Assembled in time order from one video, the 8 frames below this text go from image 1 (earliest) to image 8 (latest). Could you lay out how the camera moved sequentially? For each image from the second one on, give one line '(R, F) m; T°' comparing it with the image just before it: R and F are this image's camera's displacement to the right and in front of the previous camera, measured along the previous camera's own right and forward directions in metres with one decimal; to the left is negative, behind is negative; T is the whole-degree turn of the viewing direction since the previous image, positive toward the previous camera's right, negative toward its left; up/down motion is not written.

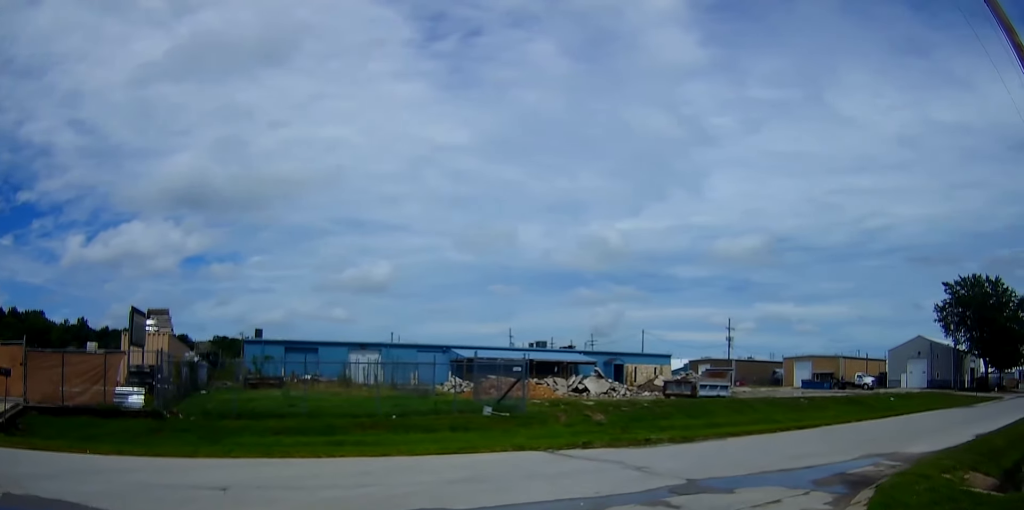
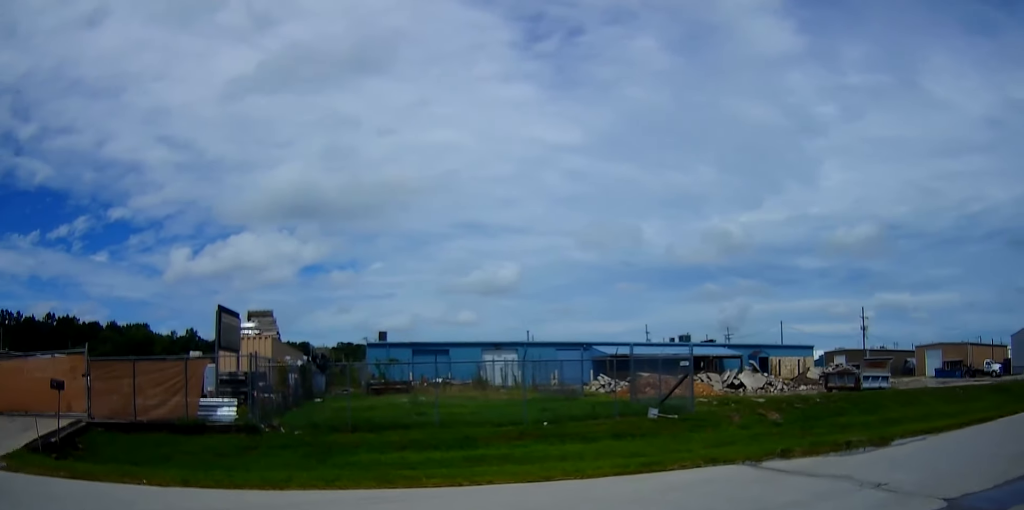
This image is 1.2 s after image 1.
(-0.5, +3.2) m; -33°
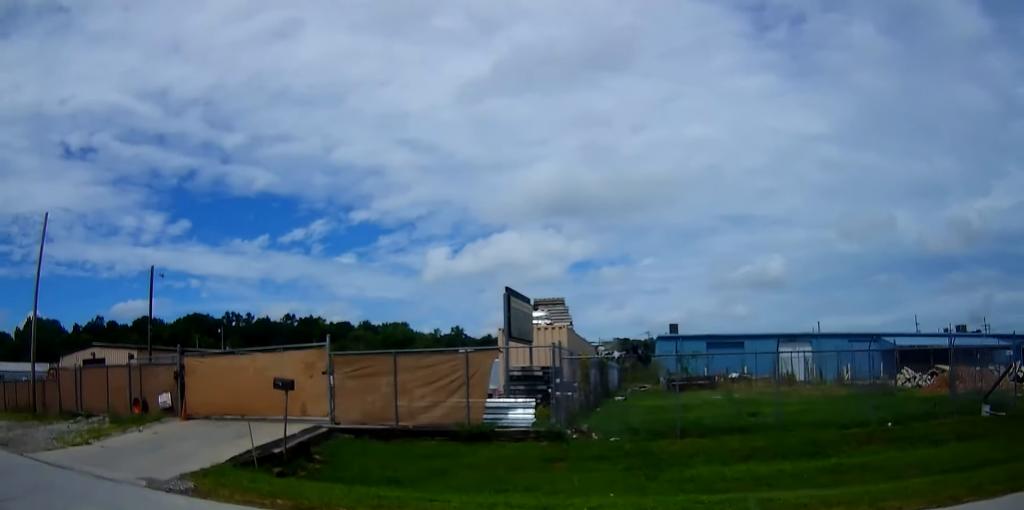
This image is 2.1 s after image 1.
(-0.8, +2.2) m; -10°
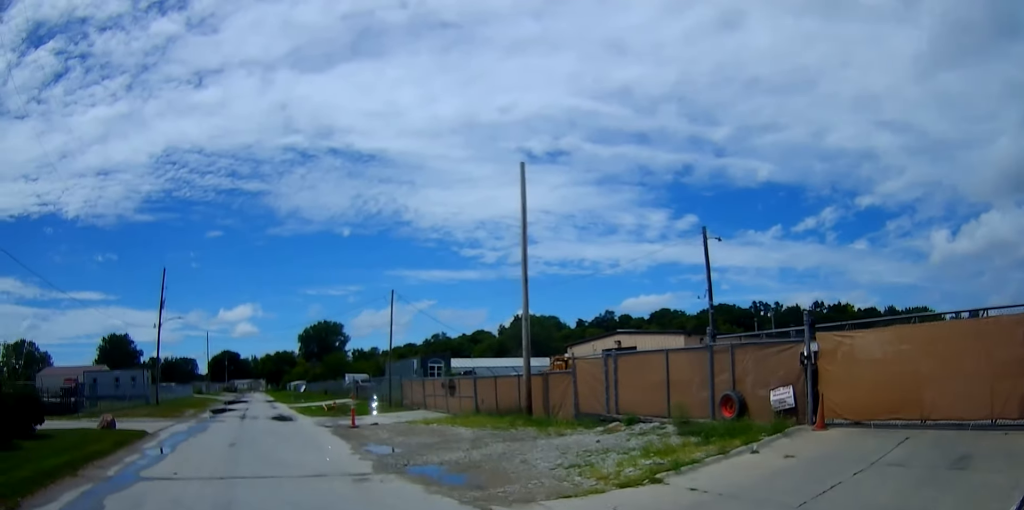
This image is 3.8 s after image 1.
(-0.9, +5.6) m; -31°
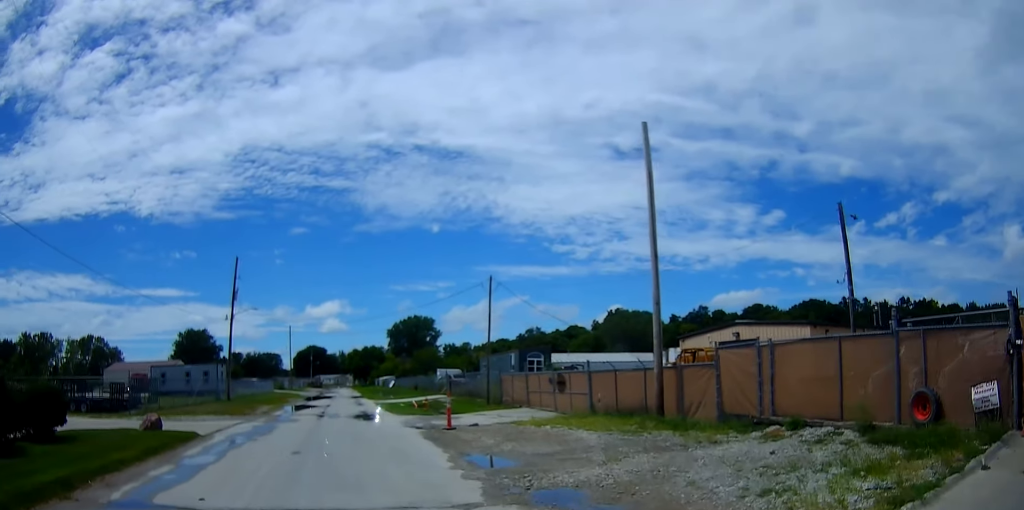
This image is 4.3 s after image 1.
(-0.4, +2.8) m; -17°
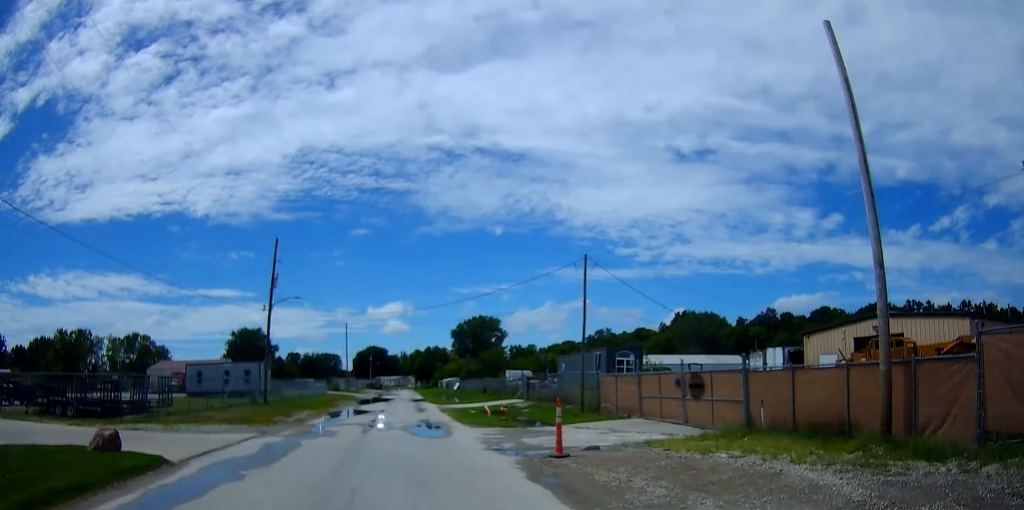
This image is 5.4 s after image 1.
(-1.0, +6.4) m; -13°
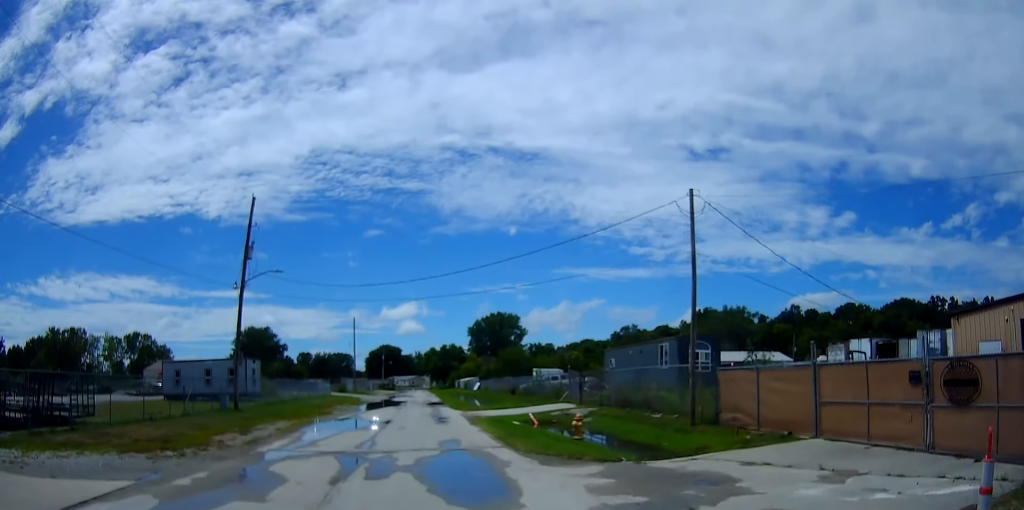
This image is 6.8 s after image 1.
(-0.3, +9.9) m; 0°
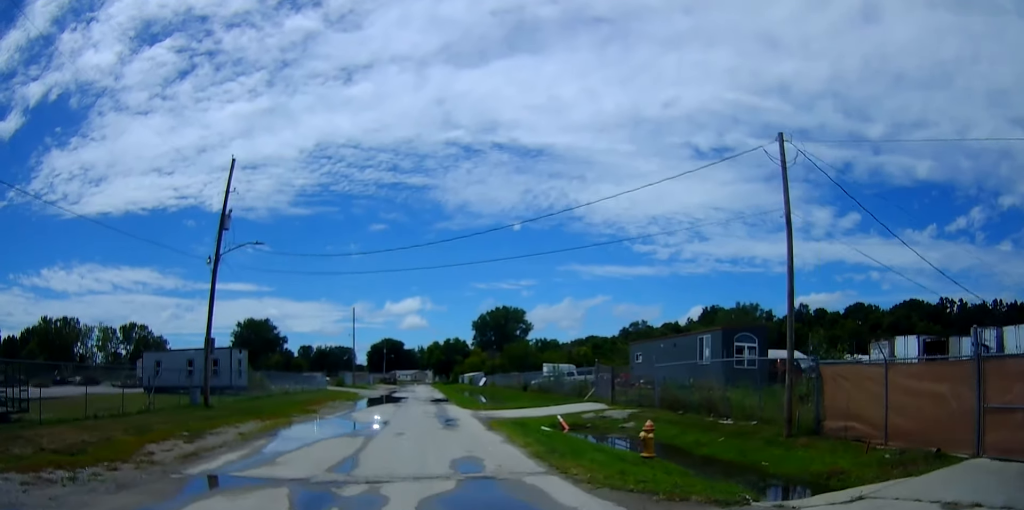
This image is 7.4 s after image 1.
(+0.2, +5.1) m; -1°
